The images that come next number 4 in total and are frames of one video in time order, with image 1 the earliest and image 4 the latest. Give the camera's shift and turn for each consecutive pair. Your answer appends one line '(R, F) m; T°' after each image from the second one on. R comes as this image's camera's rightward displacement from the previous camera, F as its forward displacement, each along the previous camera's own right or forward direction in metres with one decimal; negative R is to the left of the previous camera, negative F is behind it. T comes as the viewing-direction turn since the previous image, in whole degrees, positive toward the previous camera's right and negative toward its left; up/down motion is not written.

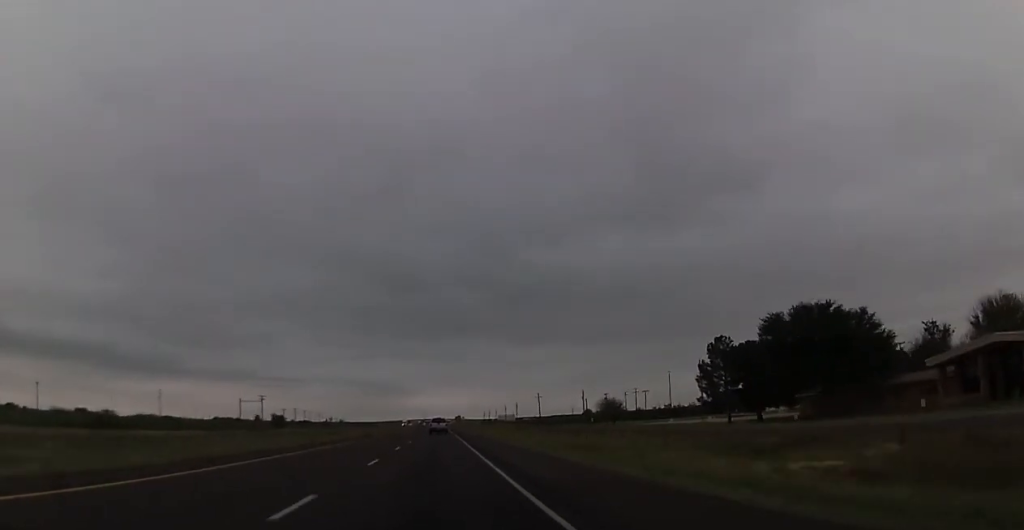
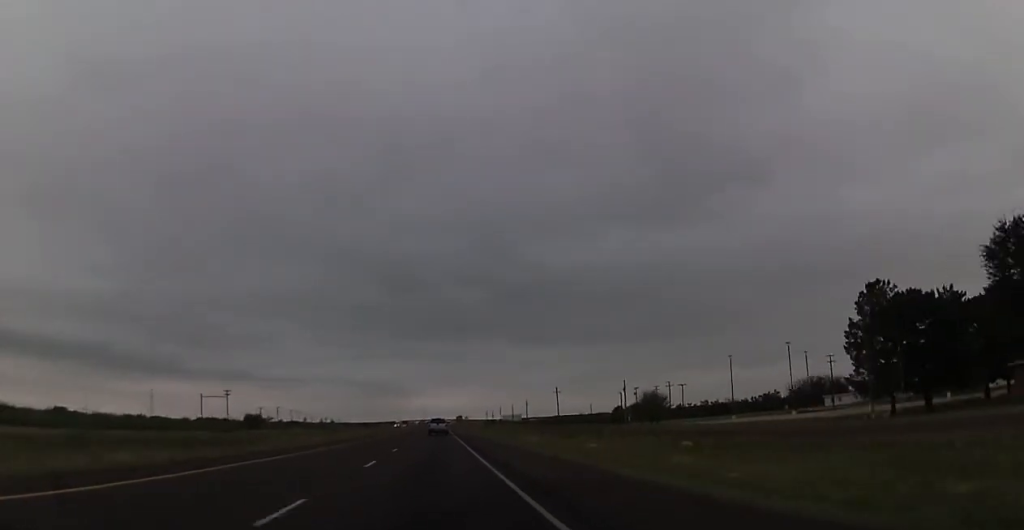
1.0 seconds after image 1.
(0.0, +36.8) m; 0°
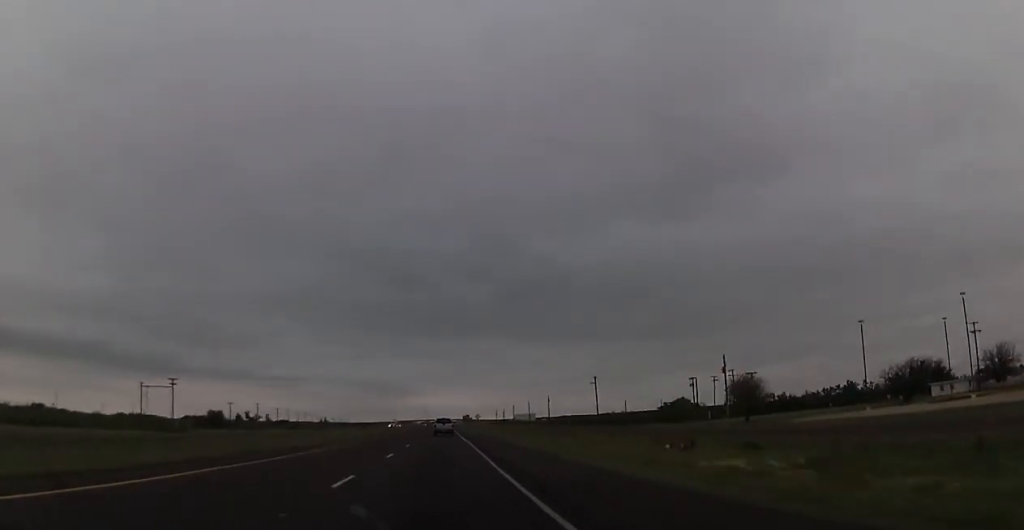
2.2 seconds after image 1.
(0.0, +42.9) m; 0°
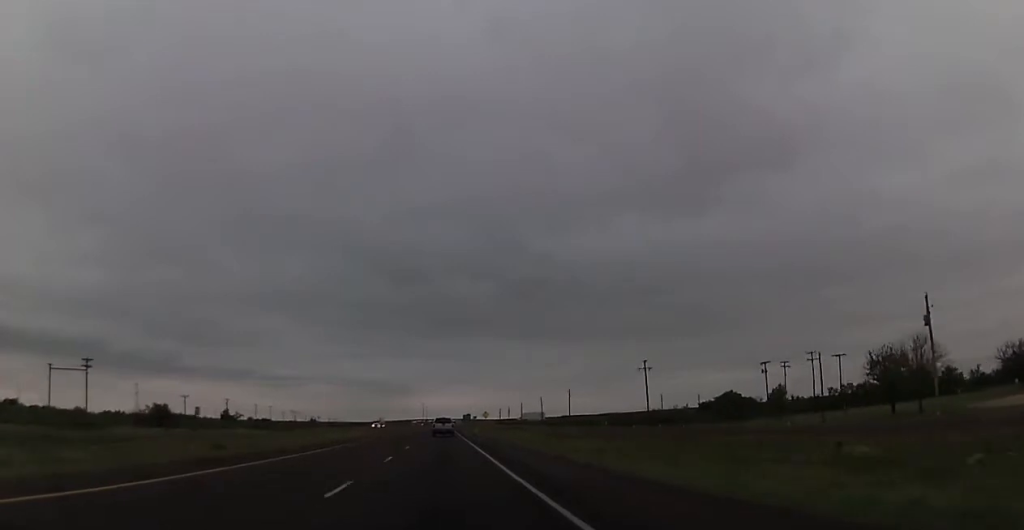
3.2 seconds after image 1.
(0.0, +38.0) m; 0°
